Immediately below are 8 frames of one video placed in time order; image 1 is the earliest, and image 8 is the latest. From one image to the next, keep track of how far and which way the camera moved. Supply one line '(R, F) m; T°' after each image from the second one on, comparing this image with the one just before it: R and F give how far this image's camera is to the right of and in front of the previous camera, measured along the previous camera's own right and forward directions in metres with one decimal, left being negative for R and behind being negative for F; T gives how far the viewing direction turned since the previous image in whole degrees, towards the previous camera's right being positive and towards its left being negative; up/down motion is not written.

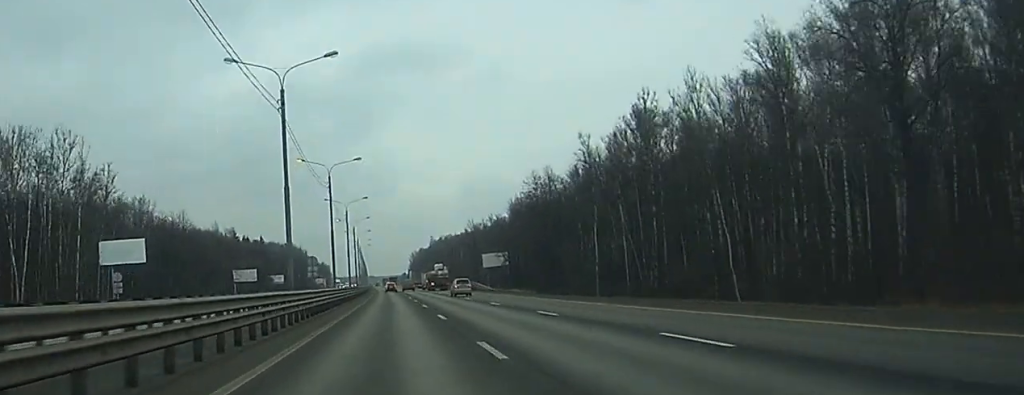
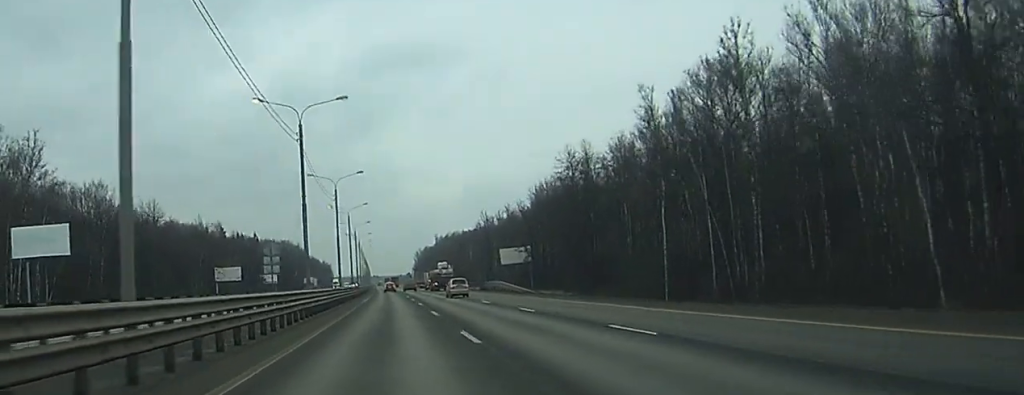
(0.0, +27.5) m; 0°
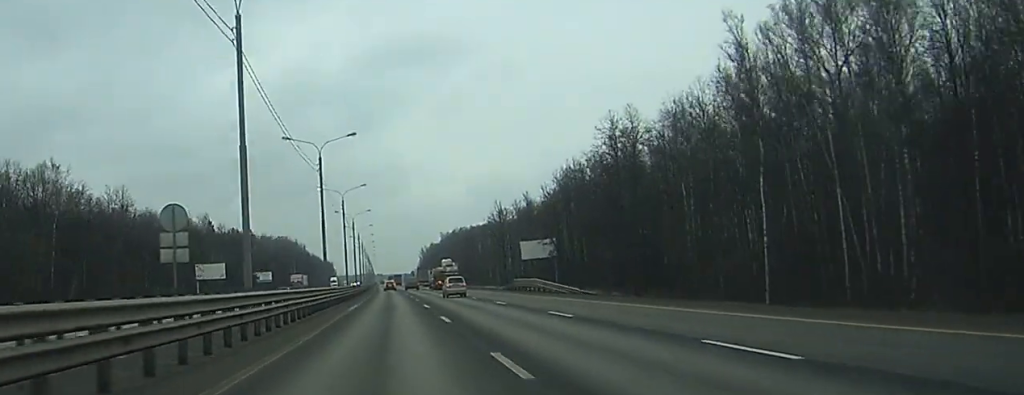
(0.0, +22.9) m; 0°
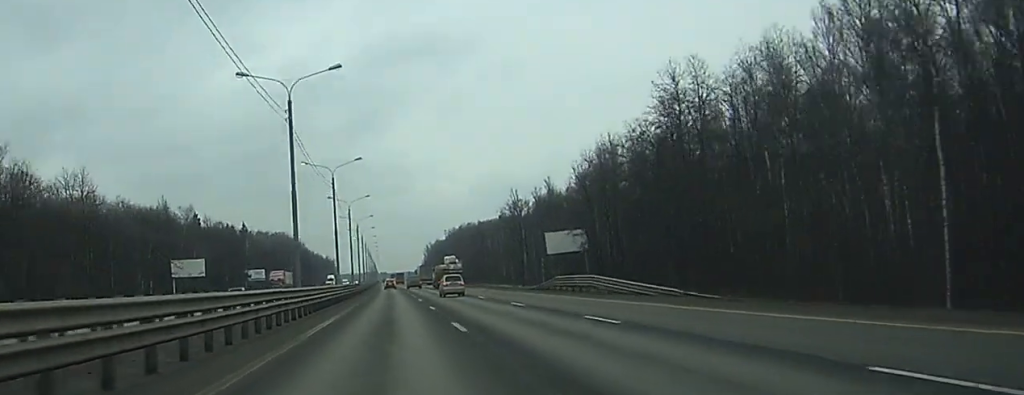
(0.0, +21.5) m; 0°
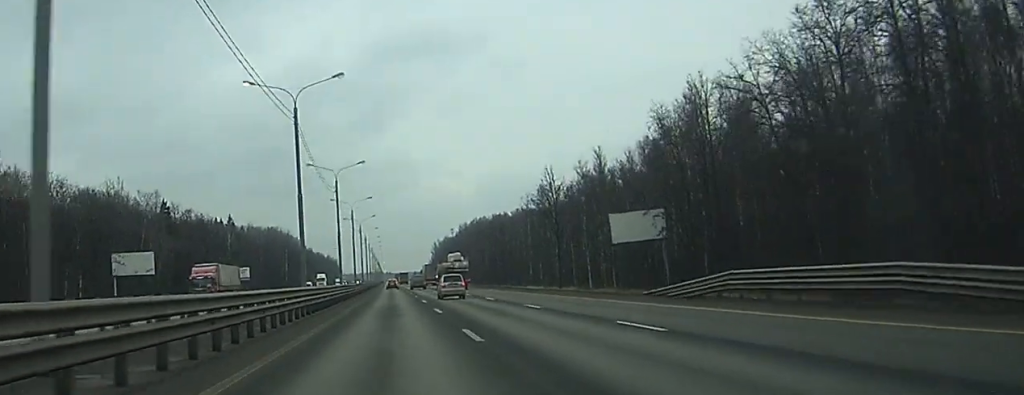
(-0.1, +34.4) m; 0°
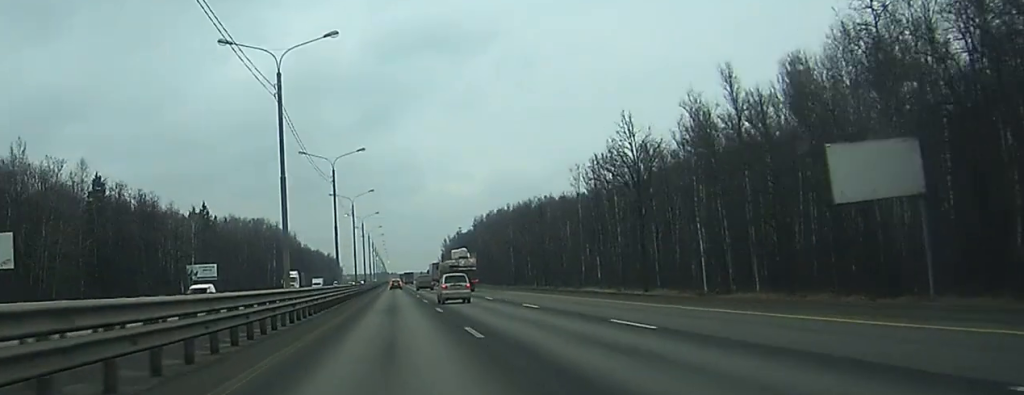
(-0.2, +44.1) m; -1°
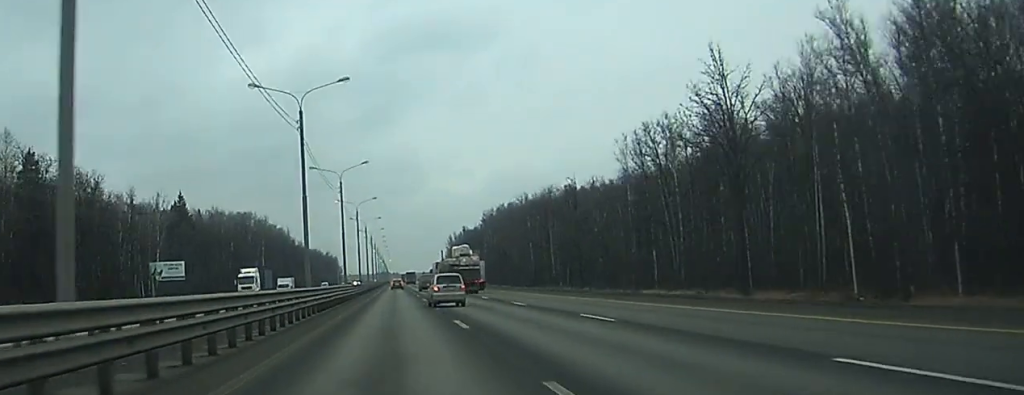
(+0.1, +26.3) m; -2°
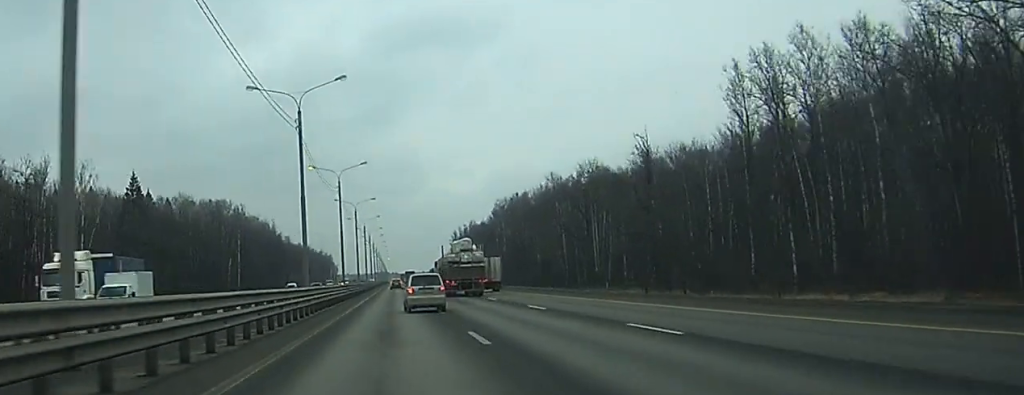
(-1.4, +35.1) m; +3°
